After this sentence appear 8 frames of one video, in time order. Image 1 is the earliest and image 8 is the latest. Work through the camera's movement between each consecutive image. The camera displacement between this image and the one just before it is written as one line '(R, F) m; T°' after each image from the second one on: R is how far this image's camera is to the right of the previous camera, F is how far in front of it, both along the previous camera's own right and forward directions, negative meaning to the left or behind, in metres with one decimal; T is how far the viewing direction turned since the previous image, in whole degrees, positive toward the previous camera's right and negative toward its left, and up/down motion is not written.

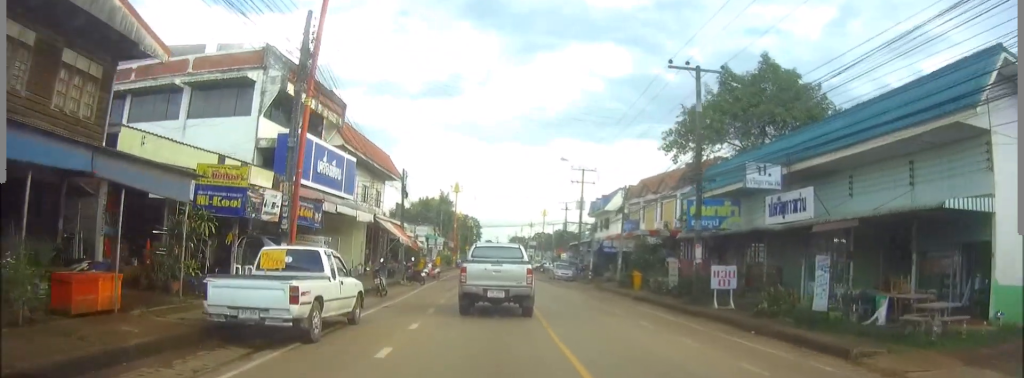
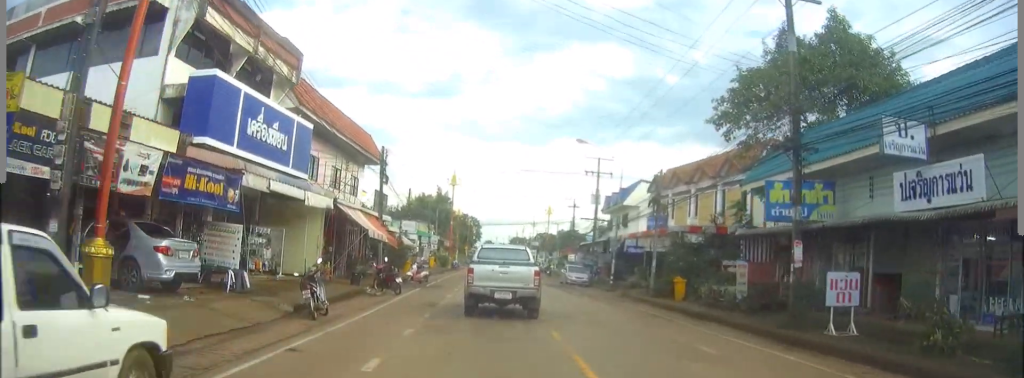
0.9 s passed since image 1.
(0.0, +9.2) m; -1°
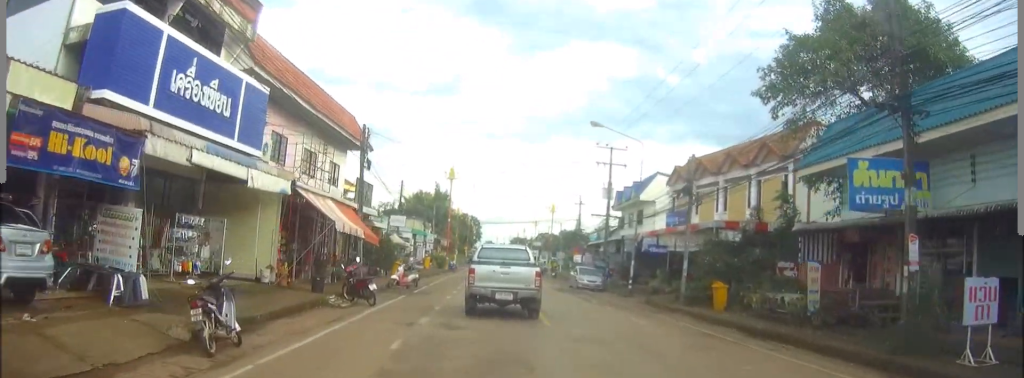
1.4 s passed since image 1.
(-0.1, +5.7) m; 0°
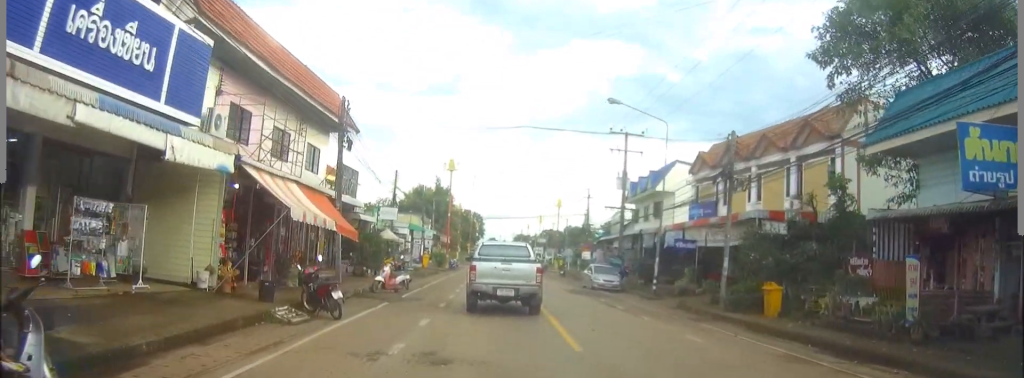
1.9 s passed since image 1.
(0.0, +4.9) m; 0°
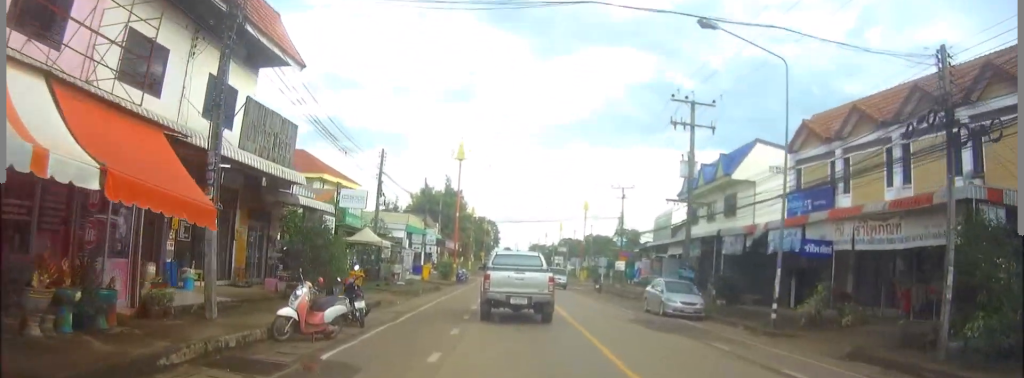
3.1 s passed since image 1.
(-0.1, +13.2) m; -2°
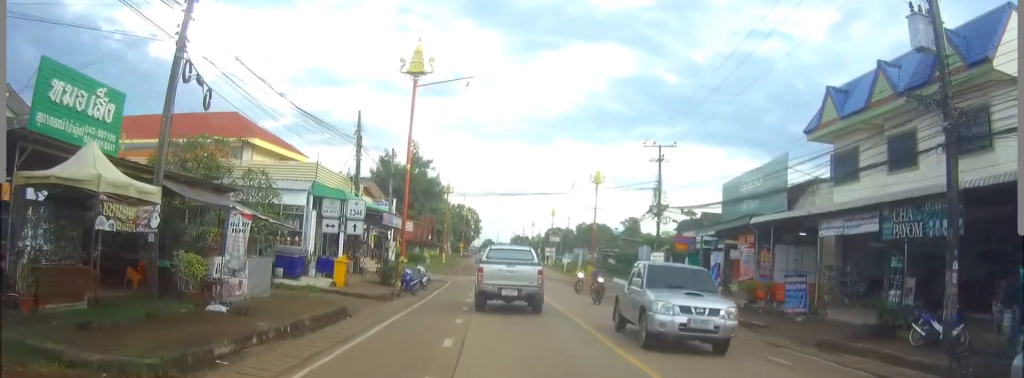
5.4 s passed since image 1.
(-0.3, +23.6) m; +1°
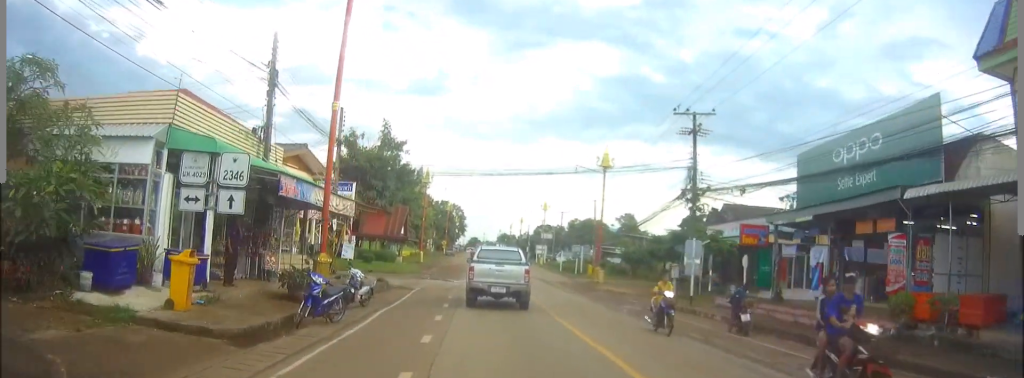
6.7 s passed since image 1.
(+0.3, +12.4) m; +2°
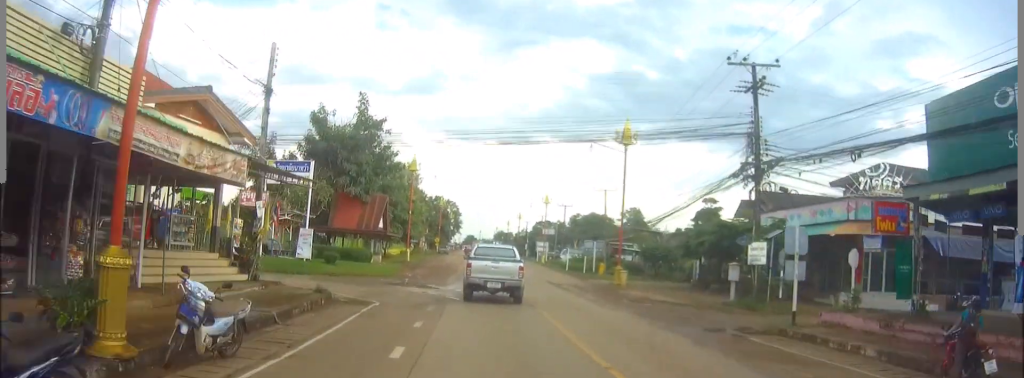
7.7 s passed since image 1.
(0.0, +10.4) m; 0°
